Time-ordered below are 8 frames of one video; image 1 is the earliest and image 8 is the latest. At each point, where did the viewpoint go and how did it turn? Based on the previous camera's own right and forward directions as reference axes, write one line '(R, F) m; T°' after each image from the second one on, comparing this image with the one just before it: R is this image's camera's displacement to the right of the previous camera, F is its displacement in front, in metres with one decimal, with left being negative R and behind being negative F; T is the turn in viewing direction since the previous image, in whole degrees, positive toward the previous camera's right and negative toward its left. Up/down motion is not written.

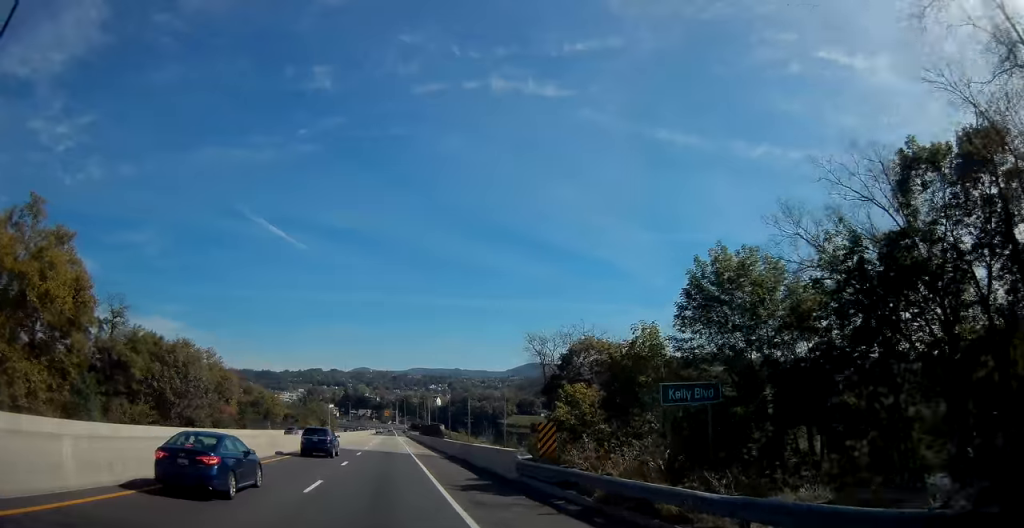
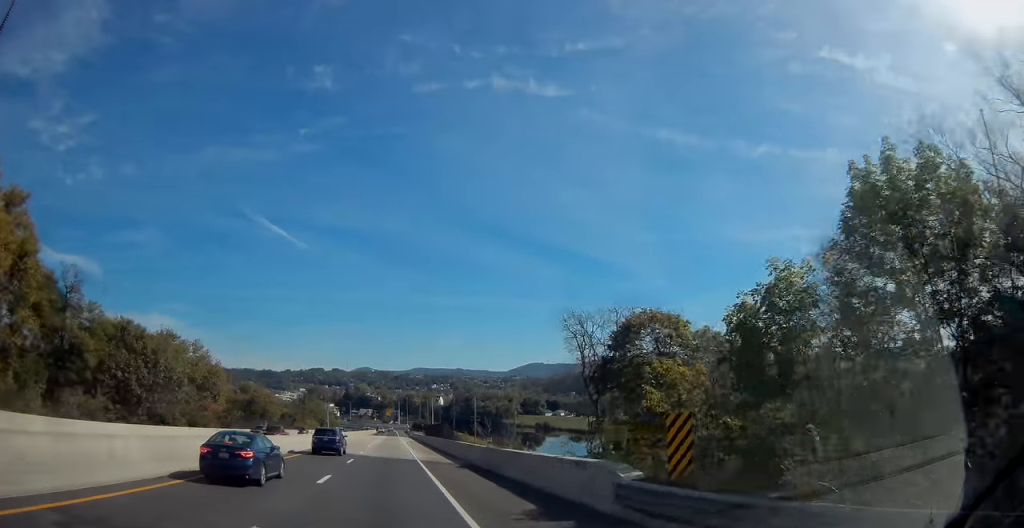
(0.0, +9.4) m; 0°
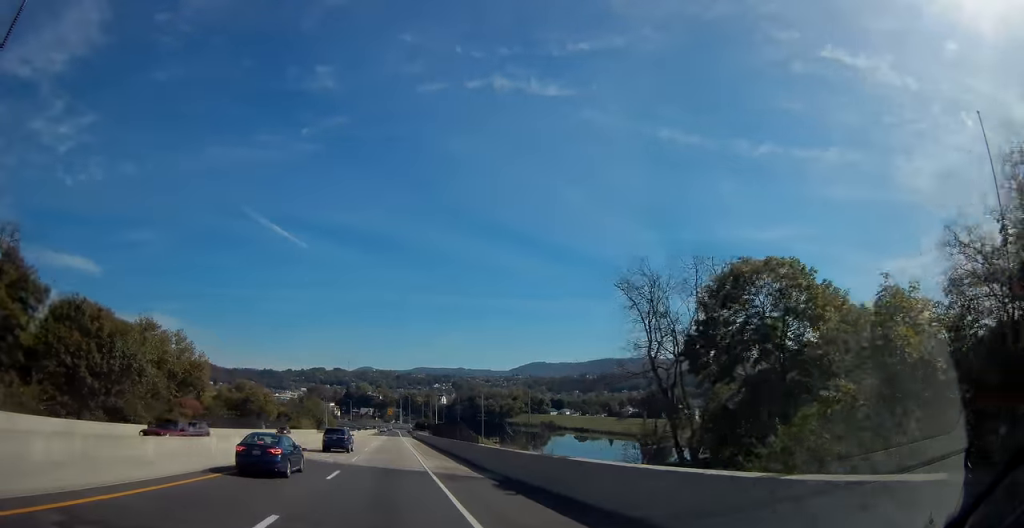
(0.0, +10.0) m; 0°
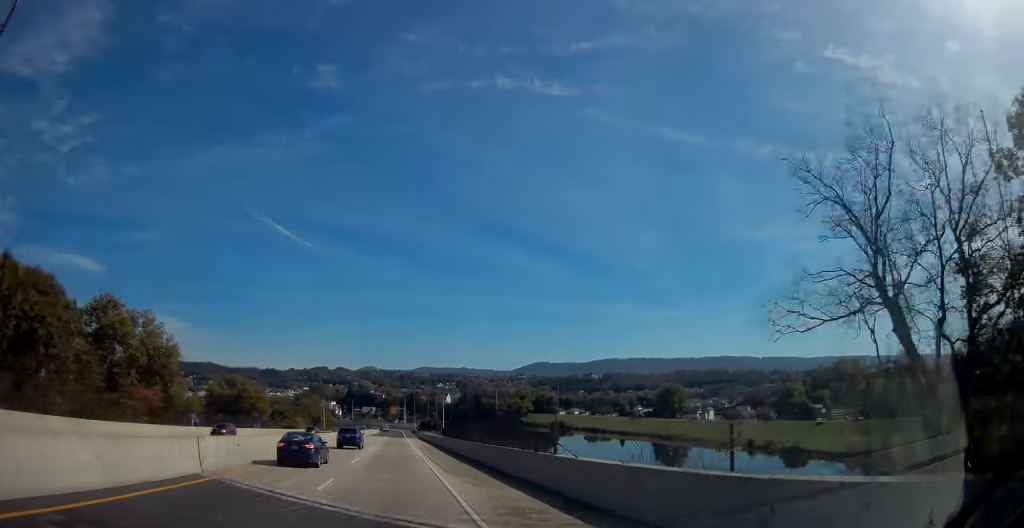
(0.0, +15.7) m; 0°
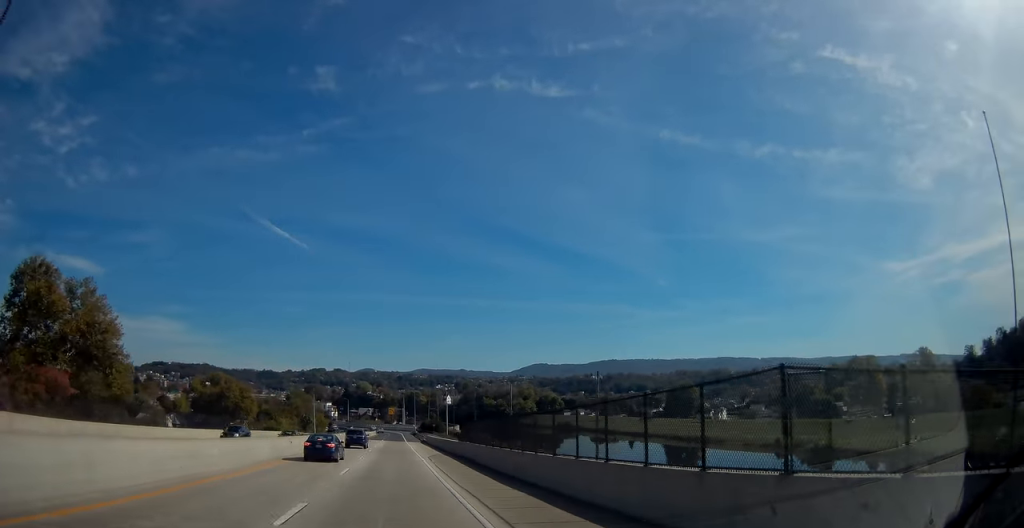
(0.0, +18.6) m; 0°
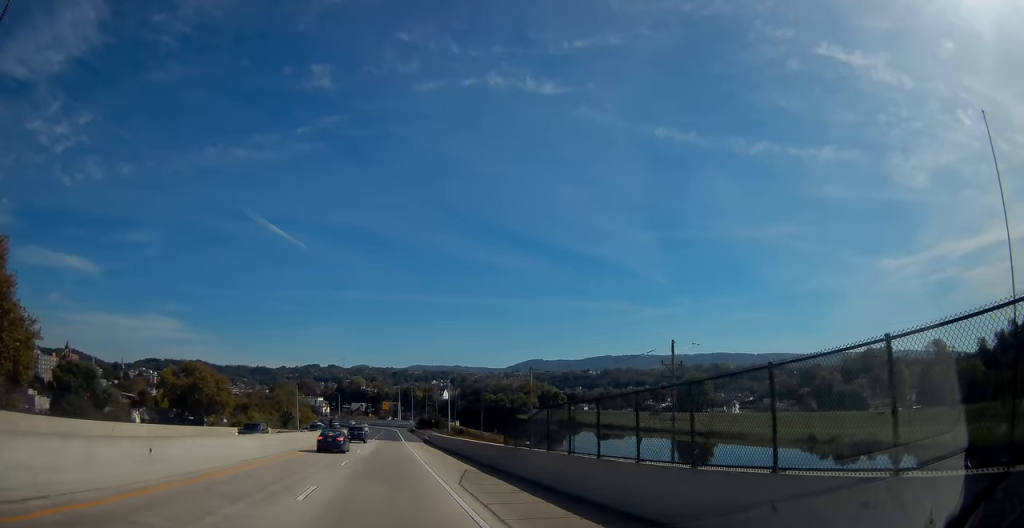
(+0.1, +20.9) m; 0°
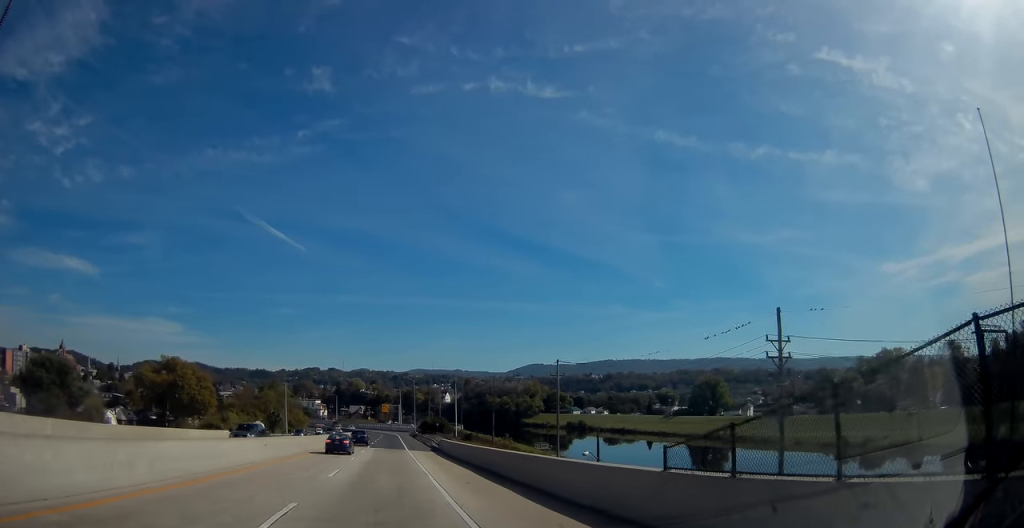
(0.0, +15.5) m; 0°
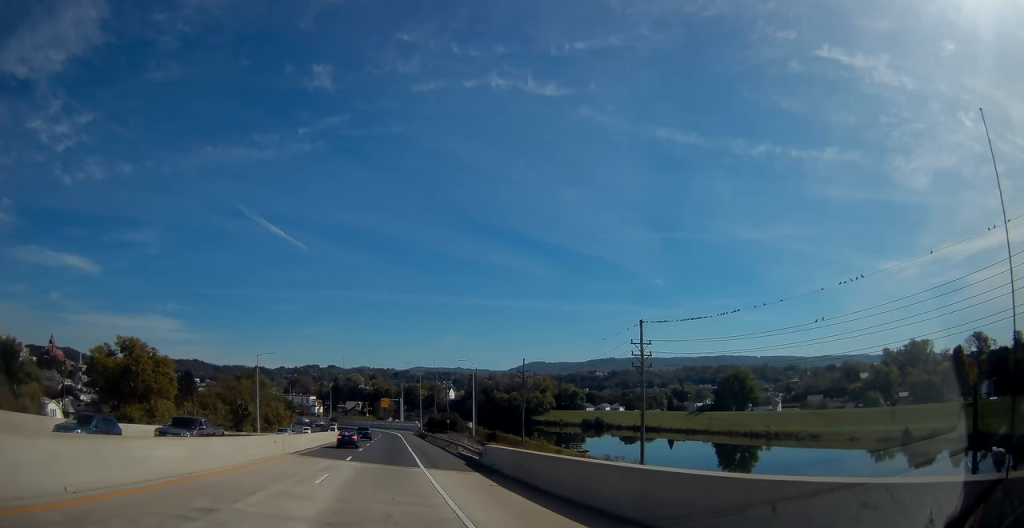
(0.0, +27.7) m; 0°
